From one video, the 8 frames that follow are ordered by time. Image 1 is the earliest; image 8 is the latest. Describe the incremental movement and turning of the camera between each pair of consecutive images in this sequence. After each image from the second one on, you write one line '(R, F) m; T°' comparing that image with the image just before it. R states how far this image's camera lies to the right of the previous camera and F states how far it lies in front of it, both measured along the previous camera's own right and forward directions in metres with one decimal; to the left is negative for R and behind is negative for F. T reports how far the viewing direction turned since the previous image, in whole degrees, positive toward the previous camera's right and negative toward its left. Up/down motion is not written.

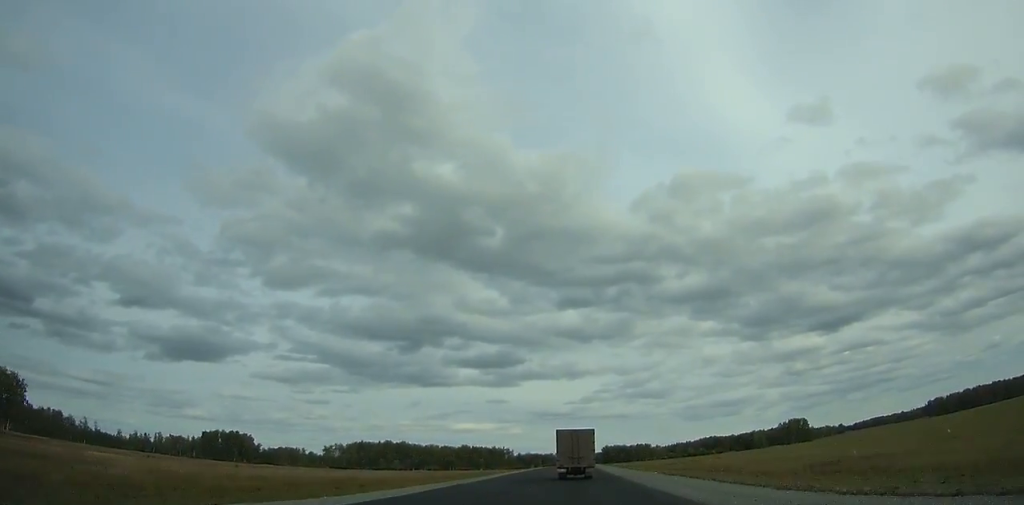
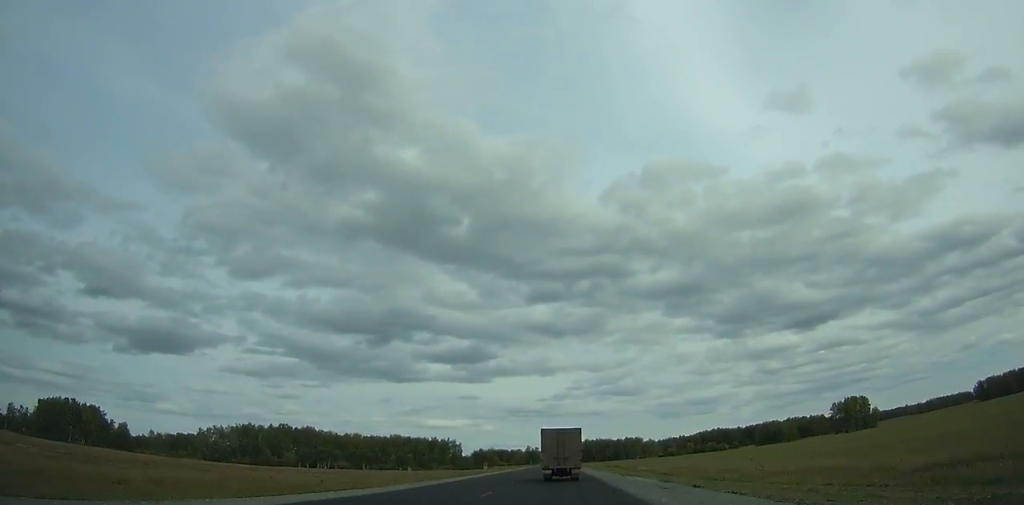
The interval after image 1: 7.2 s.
(+3.3, +144.7) m; +2°
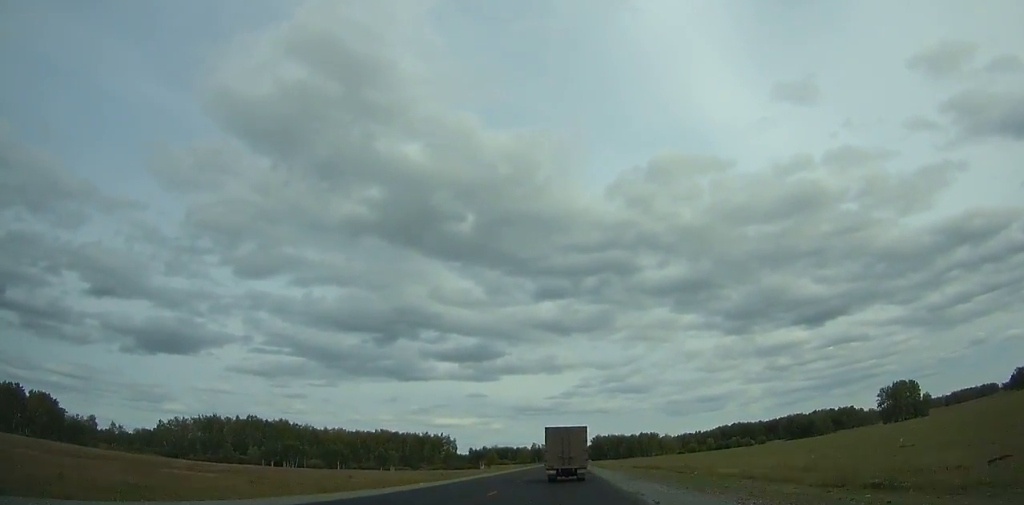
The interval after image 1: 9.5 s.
(0.0, +46.5) m; 0°
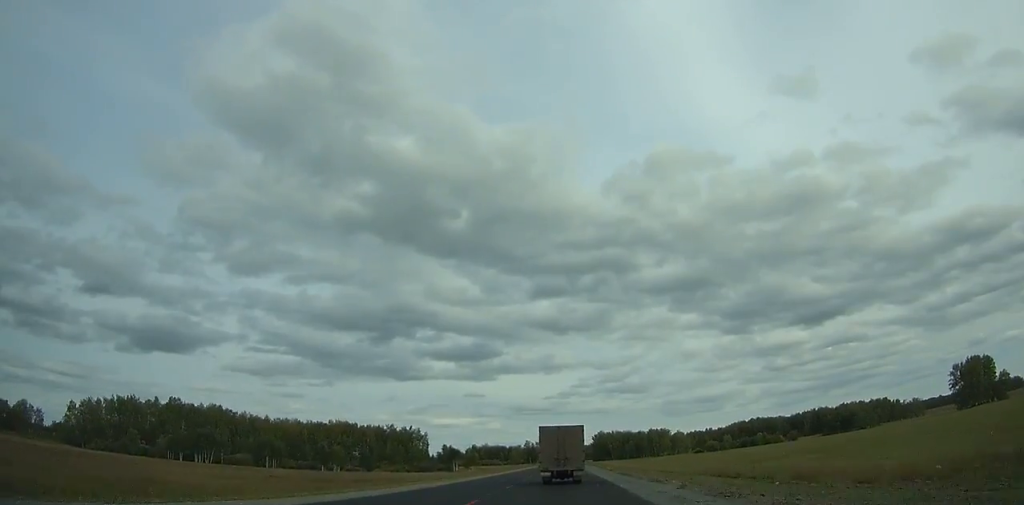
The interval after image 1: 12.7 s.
(-0.2, +64.7) m; 0°
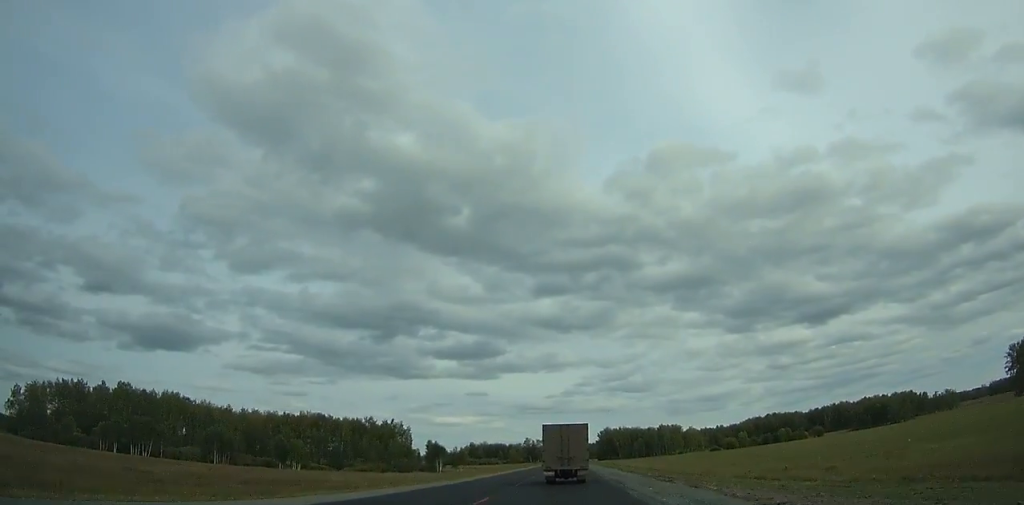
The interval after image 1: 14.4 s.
(-0.1, +34.1) m; 0°
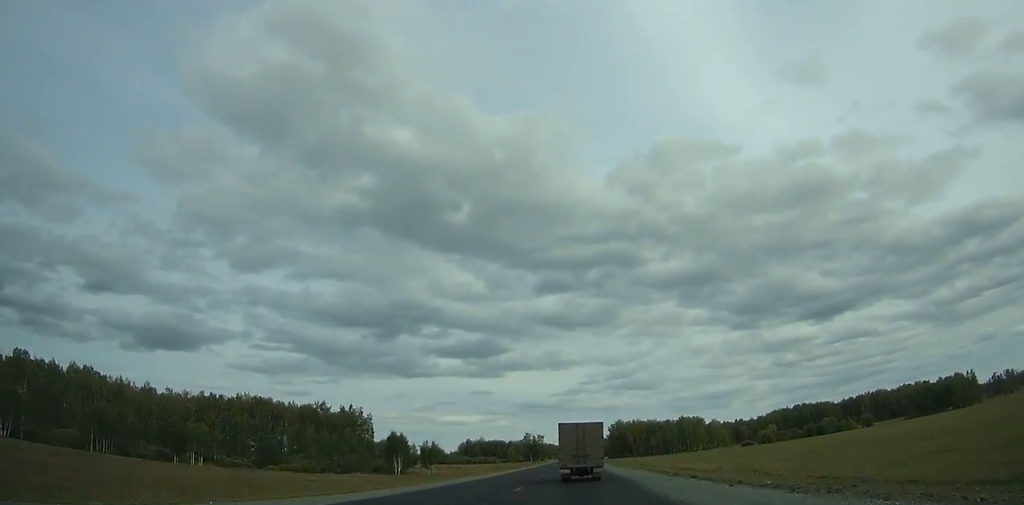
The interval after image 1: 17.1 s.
(-0.1, +53.9) m; 0°
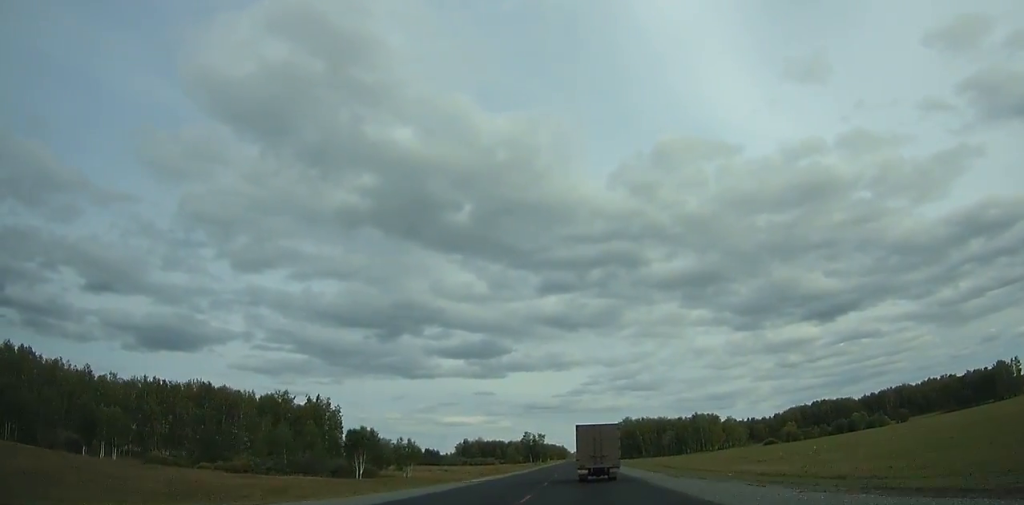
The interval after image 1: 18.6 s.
(0.0, +29.8) m; 0°
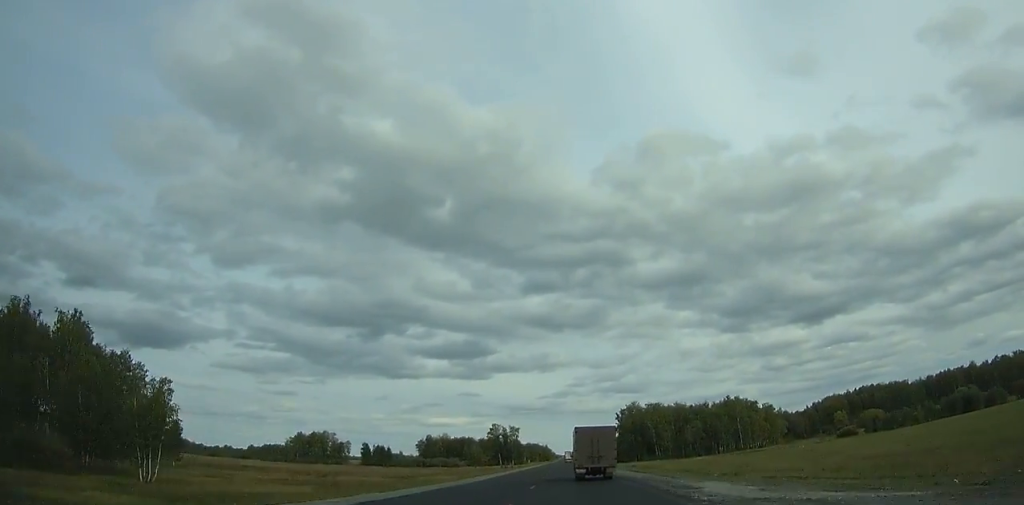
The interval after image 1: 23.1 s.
(+0.1, +88.2) m; 0°
